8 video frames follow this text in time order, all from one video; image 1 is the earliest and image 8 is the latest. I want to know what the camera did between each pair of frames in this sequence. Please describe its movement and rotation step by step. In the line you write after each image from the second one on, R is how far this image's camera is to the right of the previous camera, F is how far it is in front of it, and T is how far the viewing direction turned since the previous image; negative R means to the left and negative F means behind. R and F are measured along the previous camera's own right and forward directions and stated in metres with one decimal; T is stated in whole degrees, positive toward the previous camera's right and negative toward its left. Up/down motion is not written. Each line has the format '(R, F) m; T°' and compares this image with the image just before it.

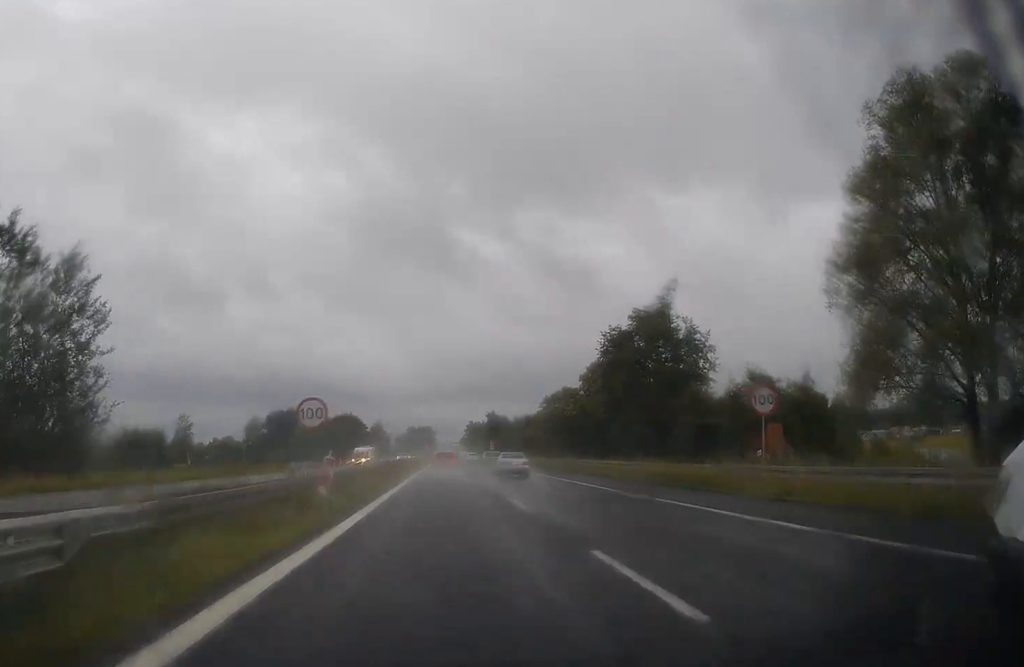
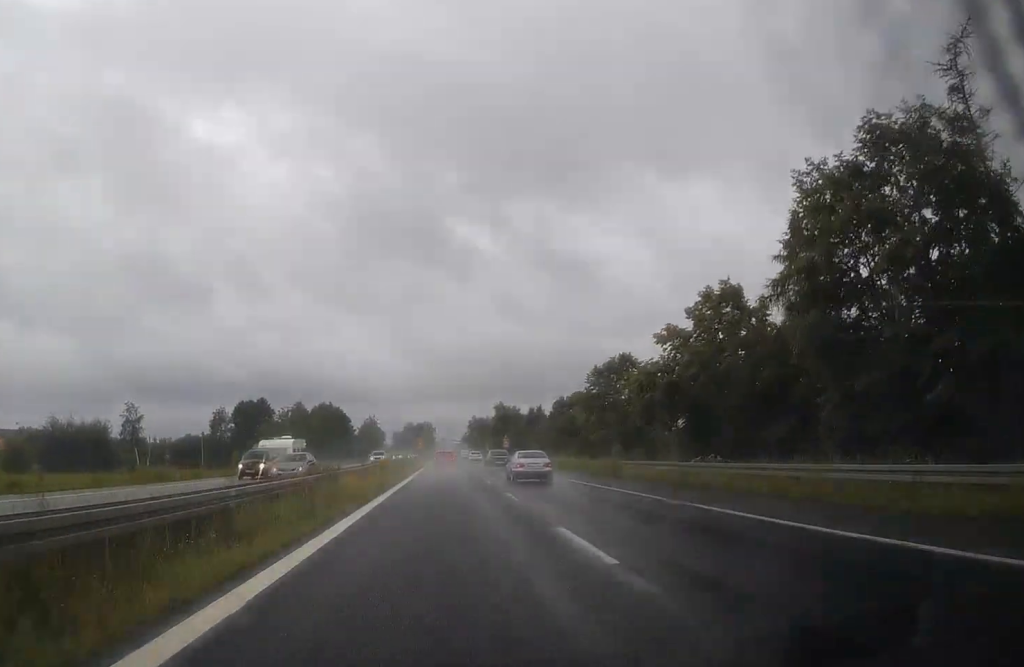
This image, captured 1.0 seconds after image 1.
(-0.3, +32.4) m; 0°
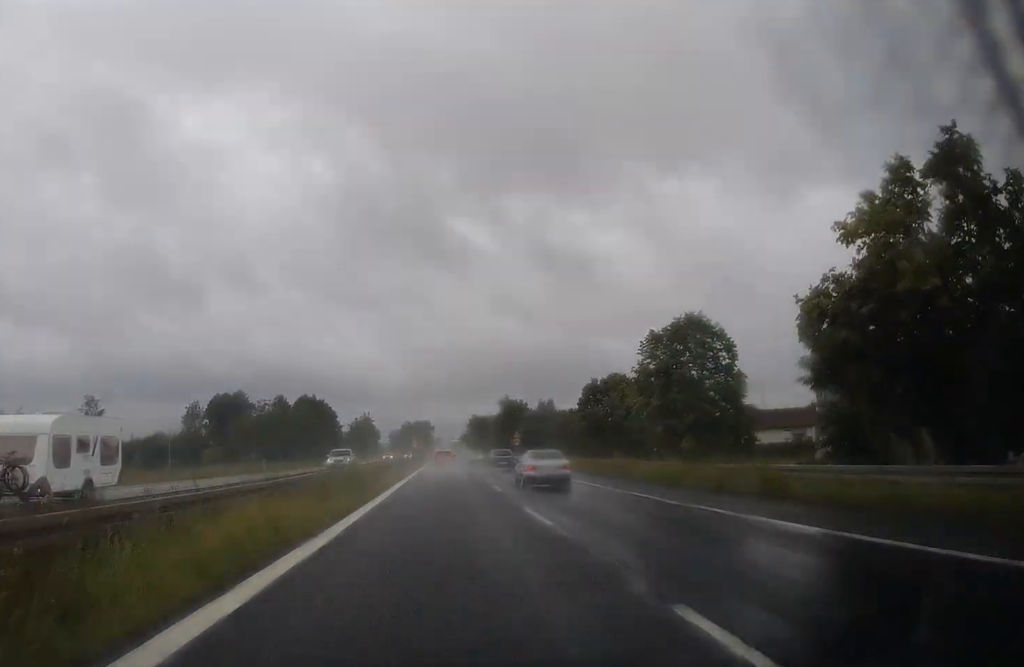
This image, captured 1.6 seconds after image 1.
(+0.1, +18.6) m; 0°
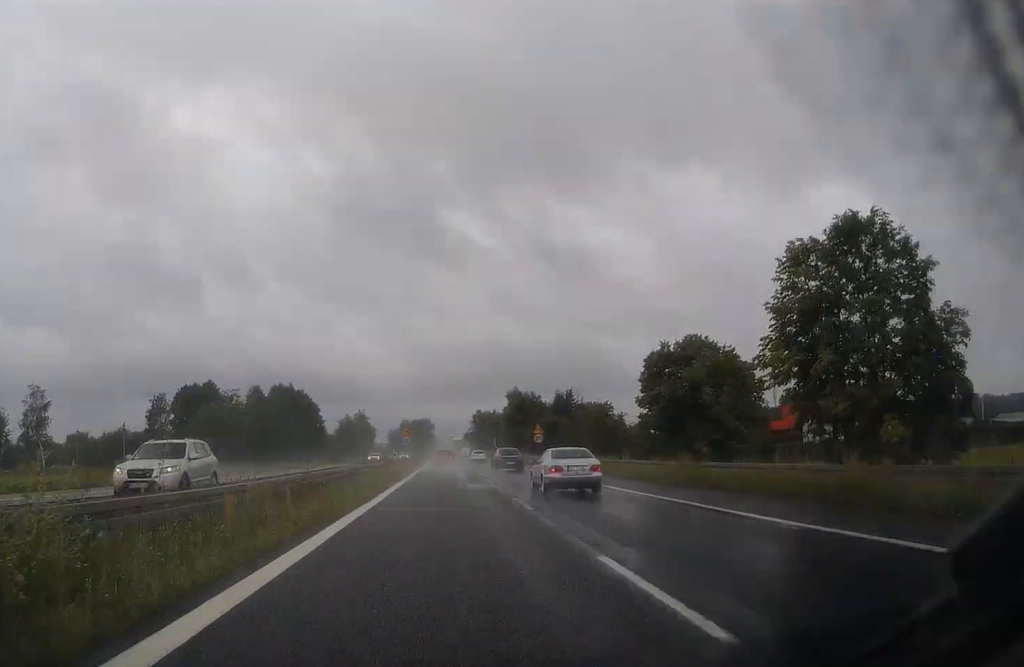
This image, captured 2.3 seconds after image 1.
(0.0, +20.5) m; 0°
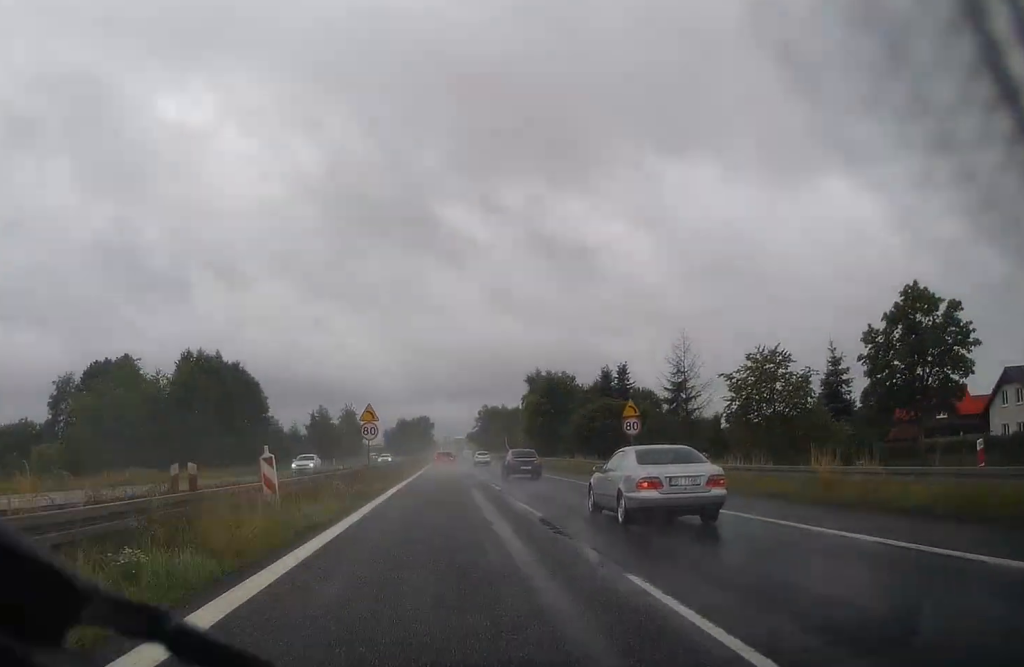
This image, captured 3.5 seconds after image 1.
(0.0, +36.8) m; 0°
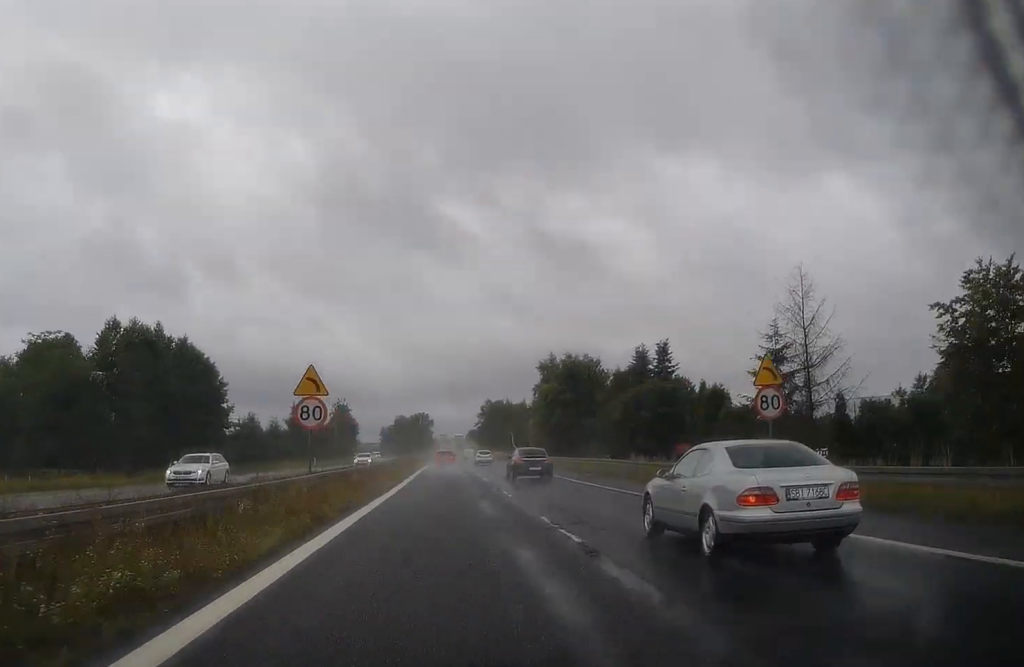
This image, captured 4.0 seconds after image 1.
(0.0, +16.3) m; 0°
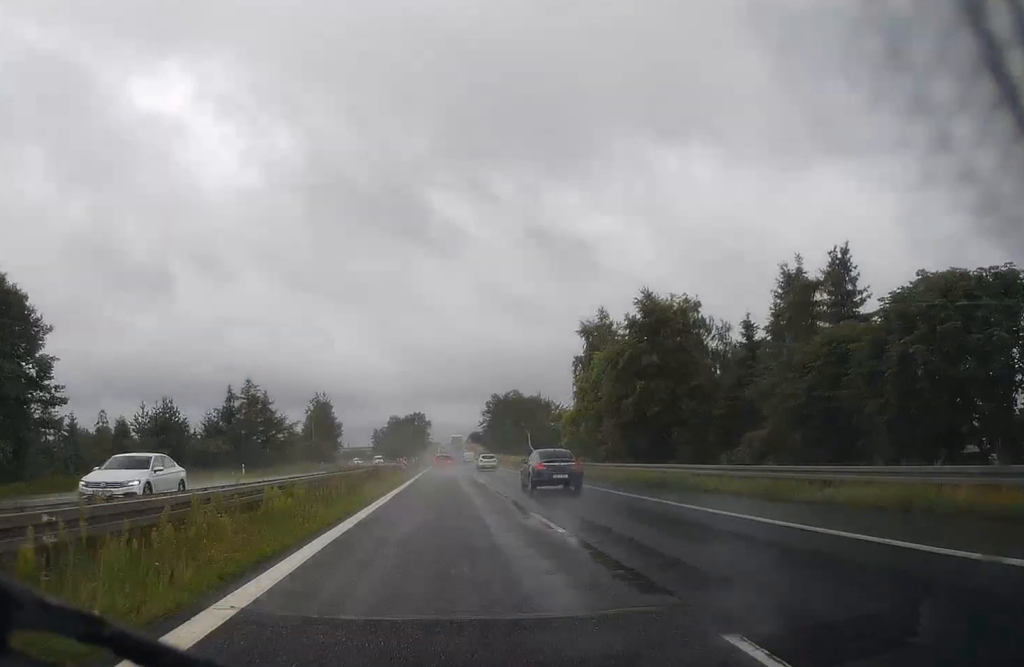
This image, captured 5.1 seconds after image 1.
(0.0, +33.4) m; 0°
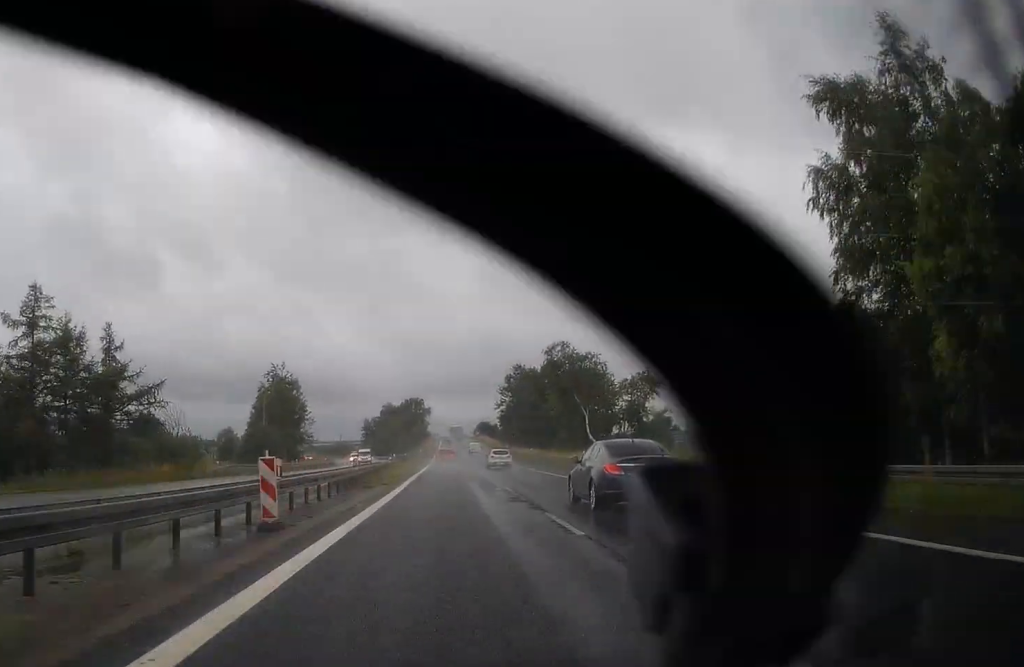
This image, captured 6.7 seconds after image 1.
(+0.5, +47.9) m; 0°
